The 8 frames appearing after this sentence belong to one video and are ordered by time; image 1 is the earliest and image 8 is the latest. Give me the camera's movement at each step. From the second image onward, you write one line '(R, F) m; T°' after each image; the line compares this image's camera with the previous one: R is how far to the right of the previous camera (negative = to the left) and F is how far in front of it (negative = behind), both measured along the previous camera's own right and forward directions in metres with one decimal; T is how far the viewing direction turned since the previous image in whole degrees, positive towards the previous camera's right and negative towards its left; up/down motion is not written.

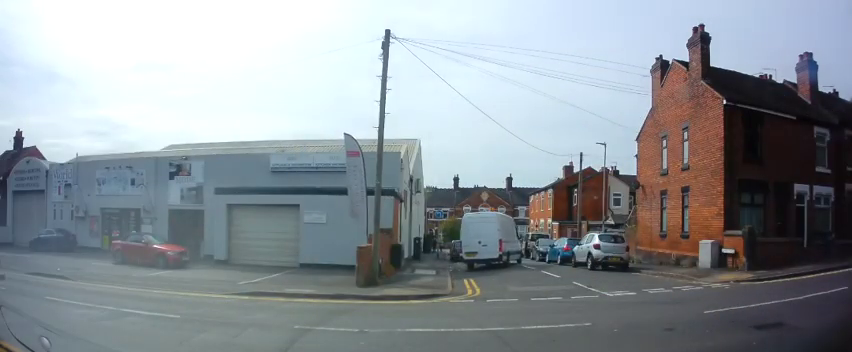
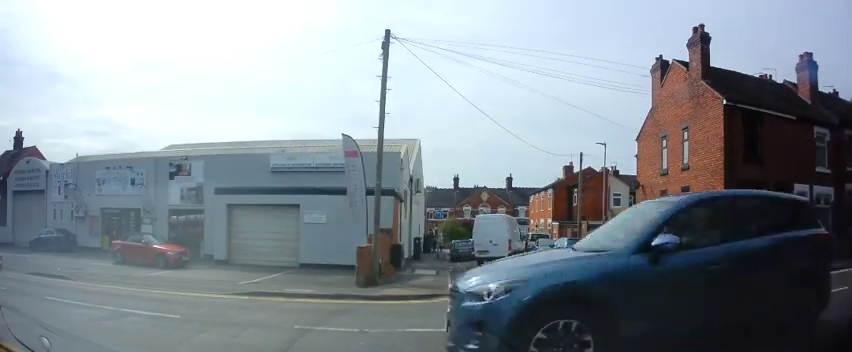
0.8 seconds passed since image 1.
(0.0, 0.0) m; 0°
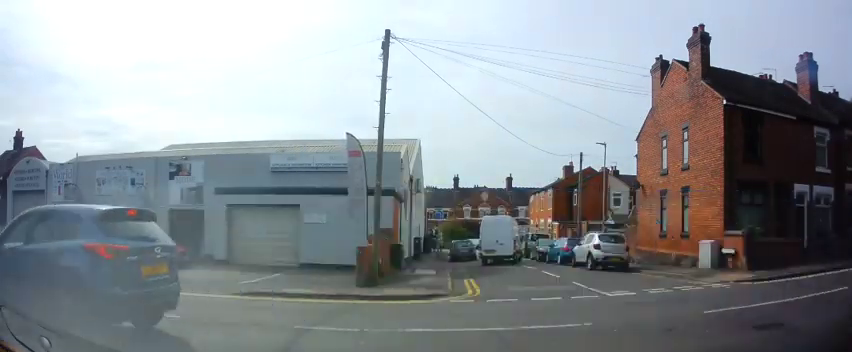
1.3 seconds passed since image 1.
(0.0, 0.0) m; 0°
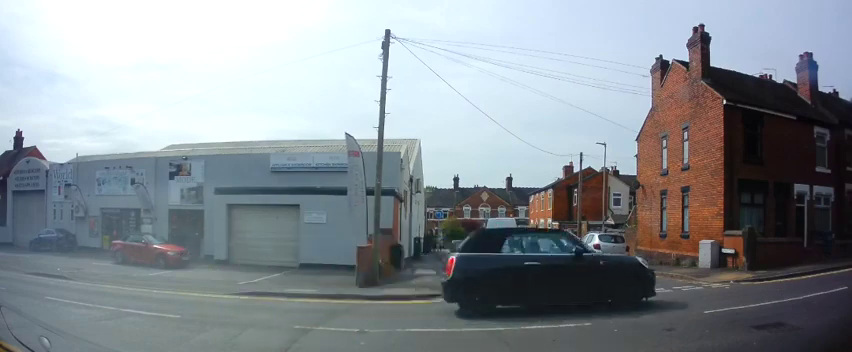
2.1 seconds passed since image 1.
(0.0, 0.0) m; 0°
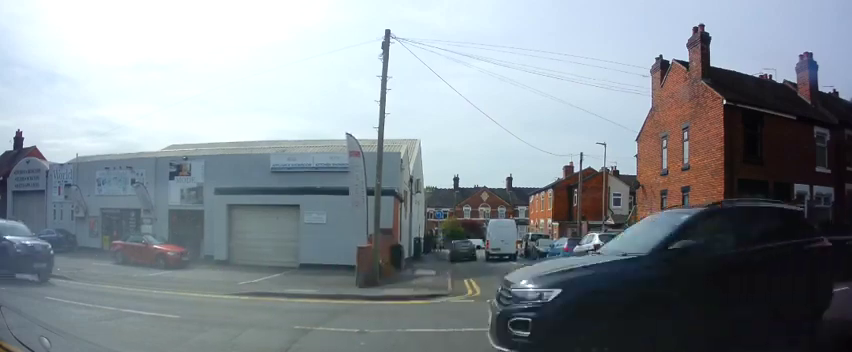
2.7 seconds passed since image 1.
(0.0, 0.0) m; 0°
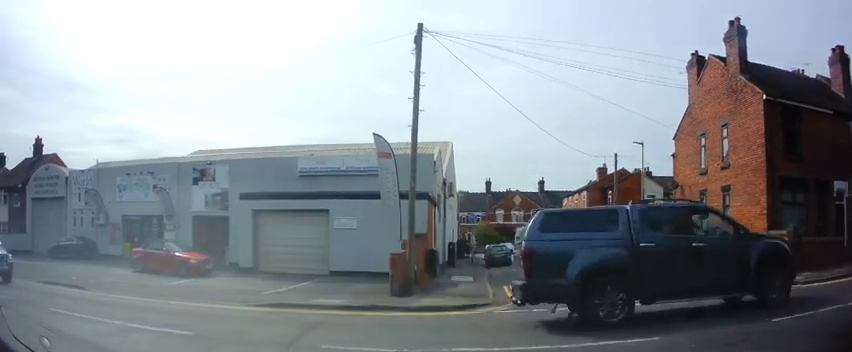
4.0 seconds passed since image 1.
(+0.1, +0.6) m; 0°
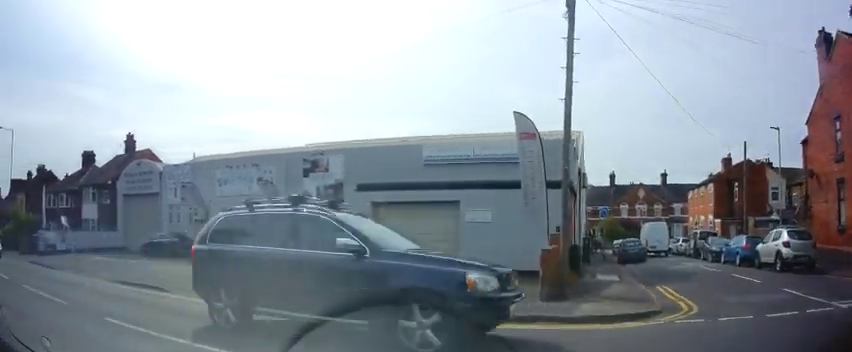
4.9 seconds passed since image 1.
(+0.2, +1.7) m; 0°
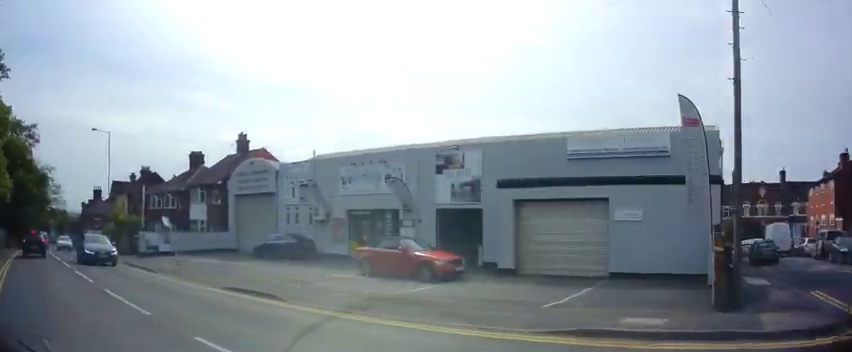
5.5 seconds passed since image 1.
(-0.1, +1.2) m; -8°
